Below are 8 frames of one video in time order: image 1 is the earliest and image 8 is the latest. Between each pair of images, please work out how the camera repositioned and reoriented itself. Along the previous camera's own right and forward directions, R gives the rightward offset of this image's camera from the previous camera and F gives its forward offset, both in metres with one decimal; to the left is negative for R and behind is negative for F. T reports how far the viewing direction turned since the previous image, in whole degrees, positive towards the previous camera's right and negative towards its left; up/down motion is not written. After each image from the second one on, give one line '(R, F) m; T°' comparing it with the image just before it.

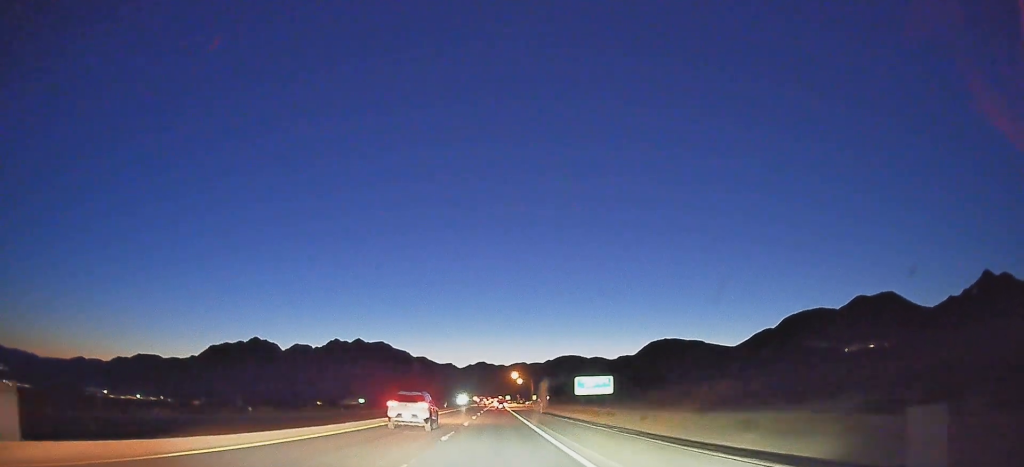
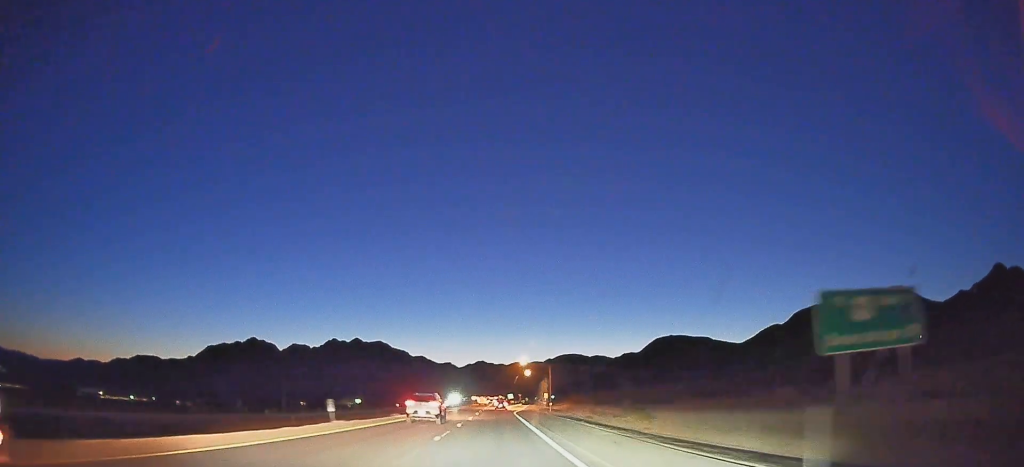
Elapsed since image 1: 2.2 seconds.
(-0.1, +60.5) m; 0°
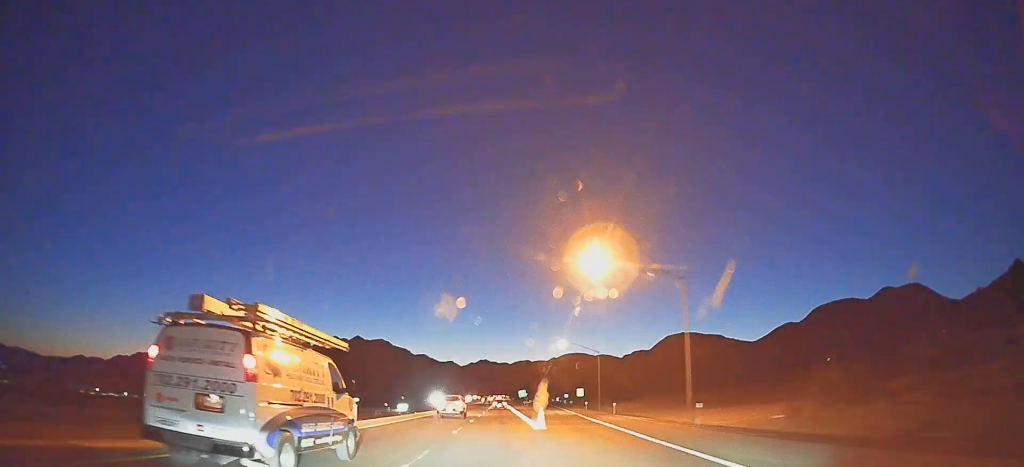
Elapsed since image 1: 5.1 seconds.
(0.0, +78.7) m; 0°
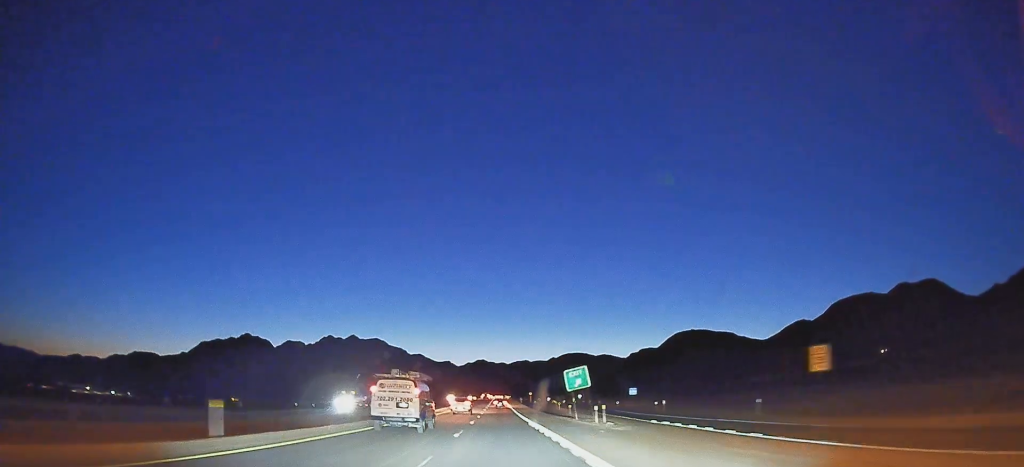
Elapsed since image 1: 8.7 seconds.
(+0.2, +96.4) m; 0°
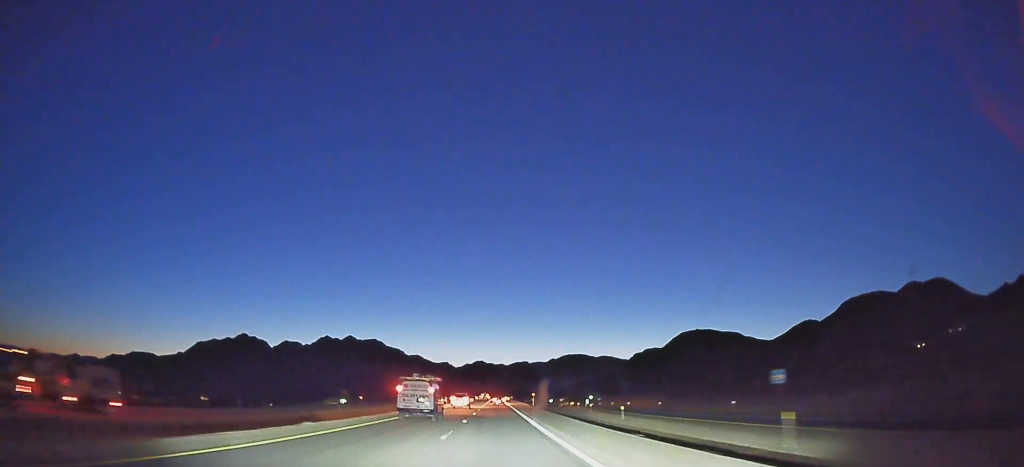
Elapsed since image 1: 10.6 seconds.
(0.0, +50.8) m; 0°
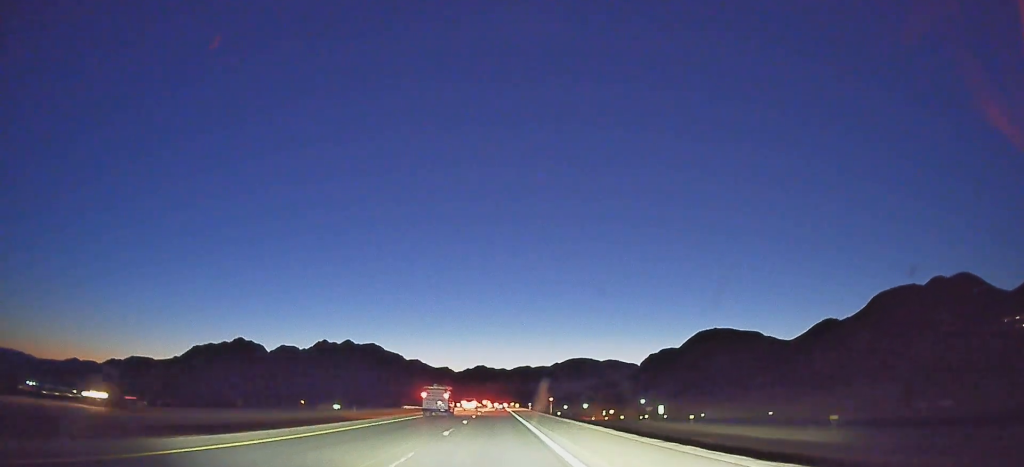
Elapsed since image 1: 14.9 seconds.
(-0.5, +115.3) m; 0°
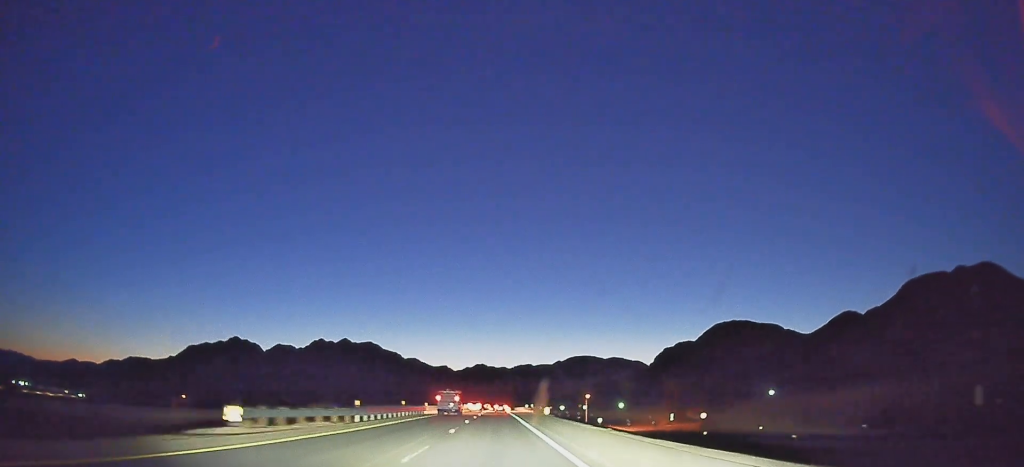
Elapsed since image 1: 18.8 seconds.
(+0.3, +105.5) m; 0°
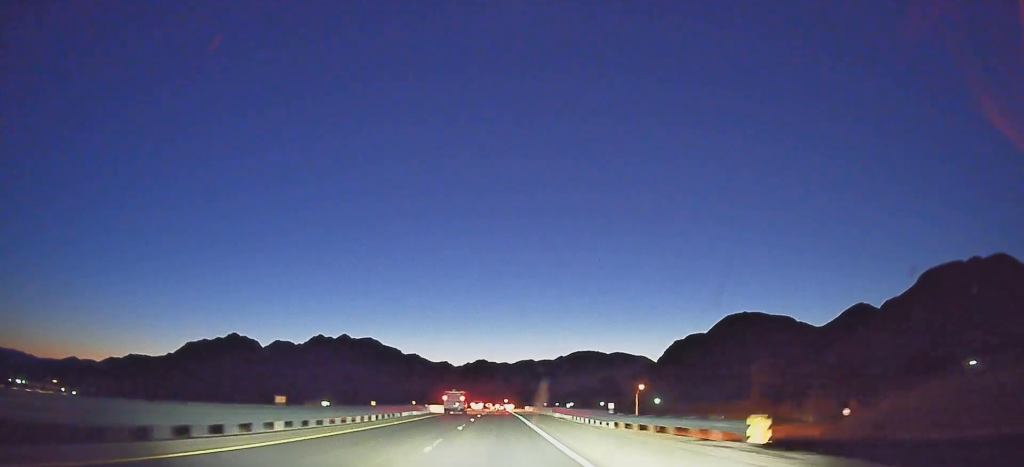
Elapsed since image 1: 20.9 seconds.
(0.0, +57.0) m; 0°
